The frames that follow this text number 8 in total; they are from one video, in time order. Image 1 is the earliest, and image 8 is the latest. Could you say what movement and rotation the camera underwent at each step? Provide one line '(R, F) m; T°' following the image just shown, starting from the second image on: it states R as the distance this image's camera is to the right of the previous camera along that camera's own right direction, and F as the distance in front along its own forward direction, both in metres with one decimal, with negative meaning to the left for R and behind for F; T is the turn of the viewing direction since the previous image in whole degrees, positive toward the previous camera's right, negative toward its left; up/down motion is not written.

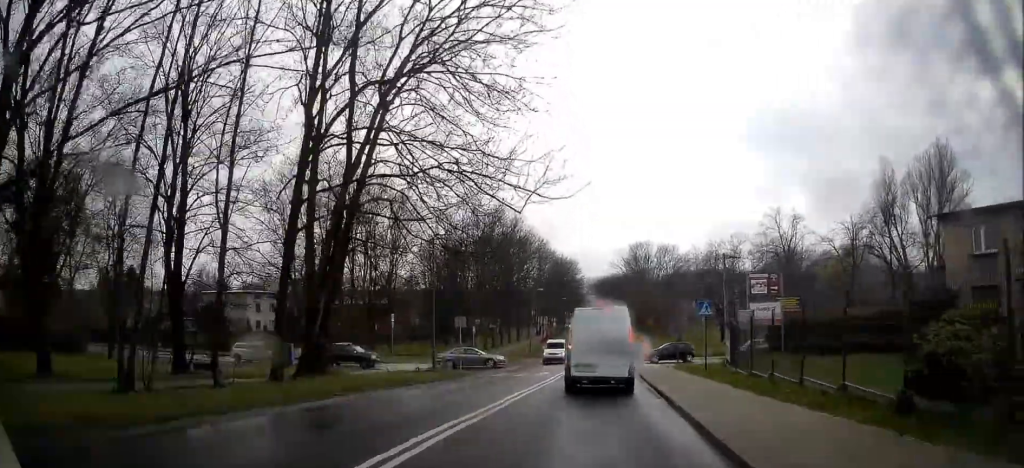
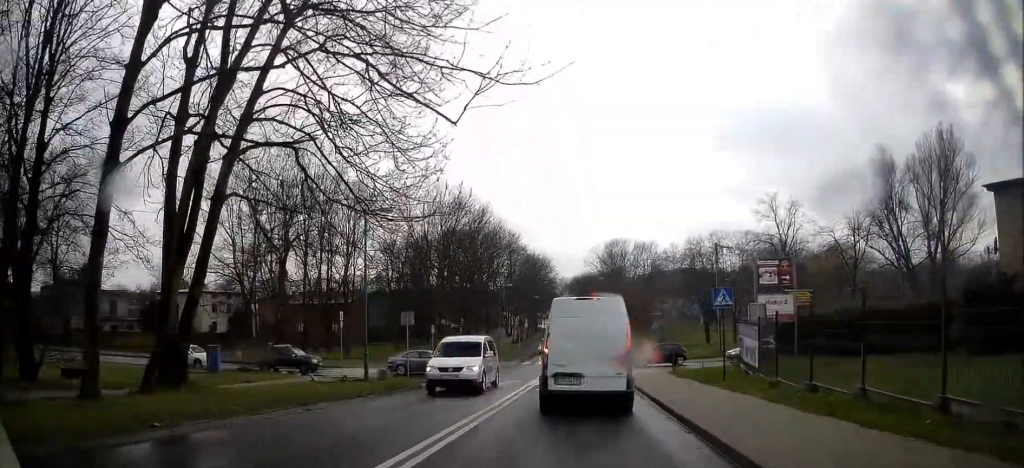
(+0.8, +7.8) m; +6°
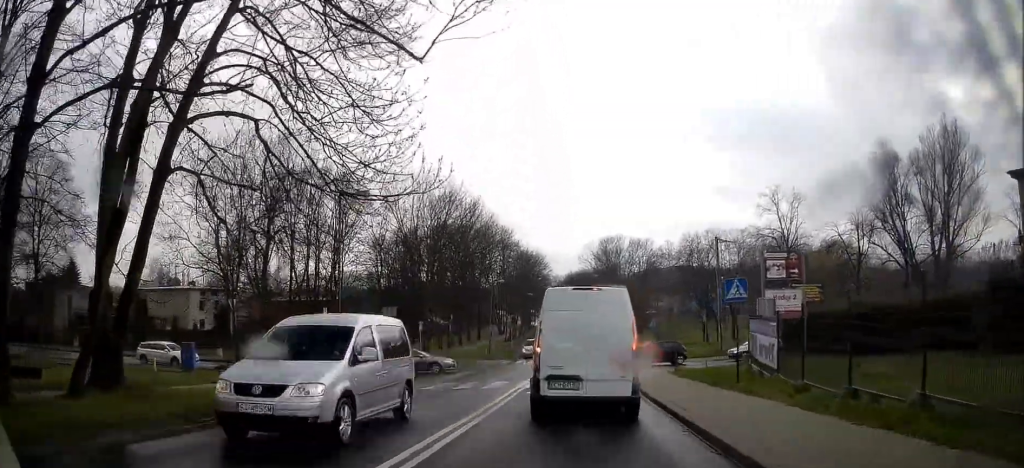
(0.0, +2.6) m; -1°
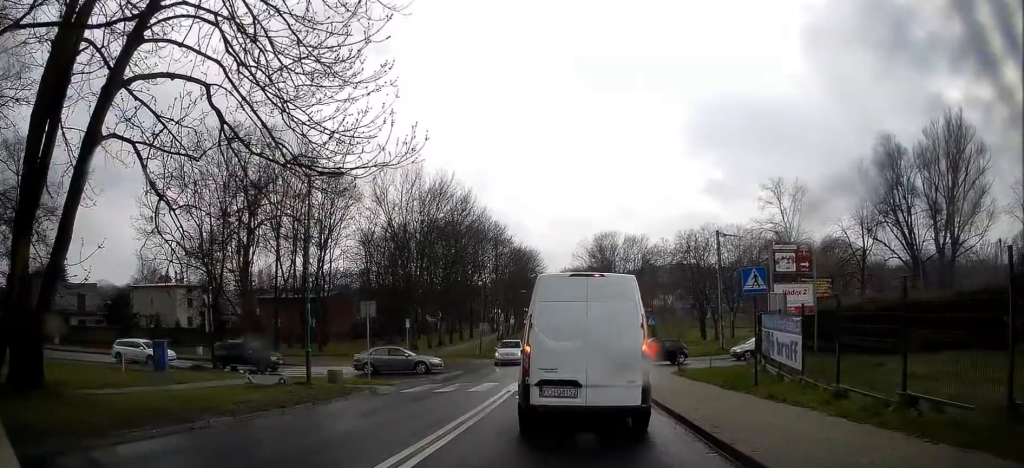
(-0.1, +2.7) m; -2°
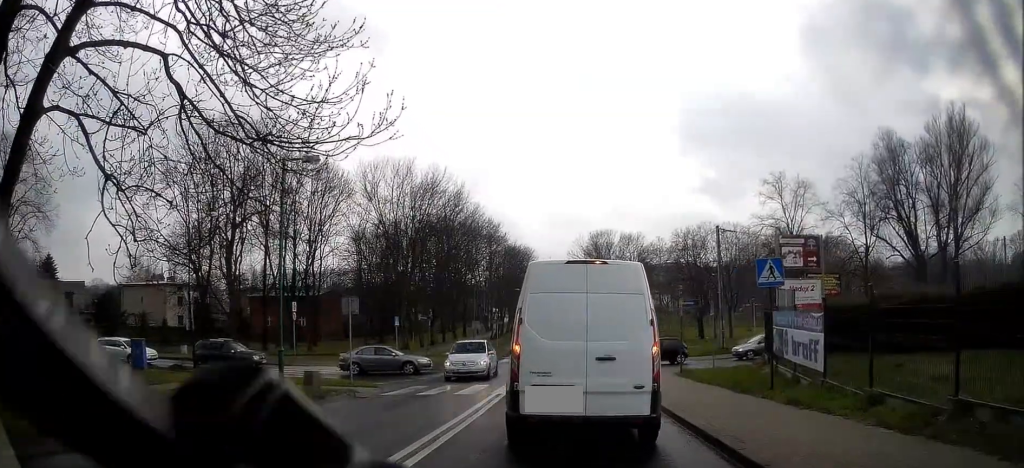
(0.0, +2.1) m; -1°
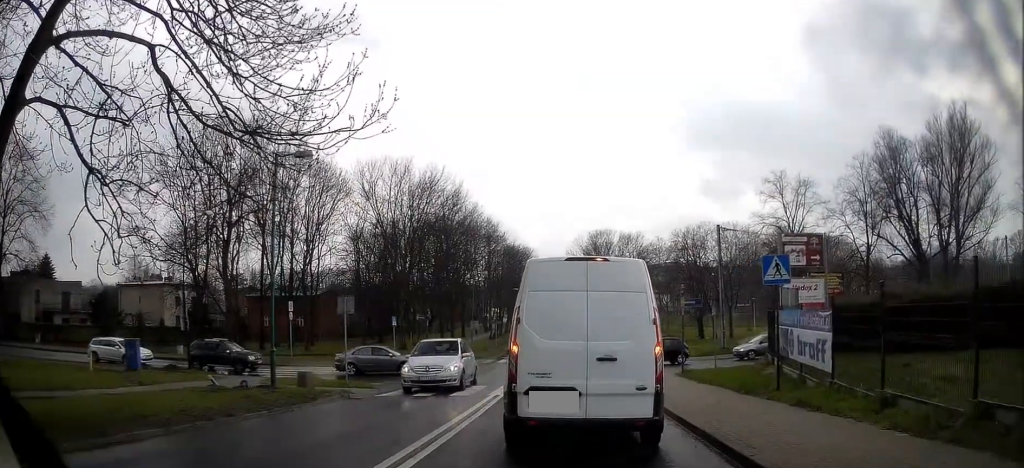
(0.0, +0.7) m; 0°
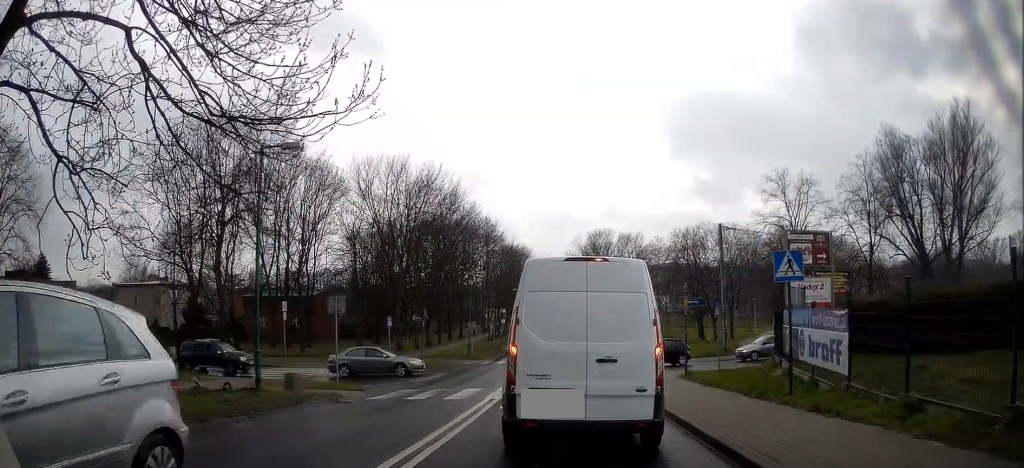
(+0.1, +1.3) m; 0°
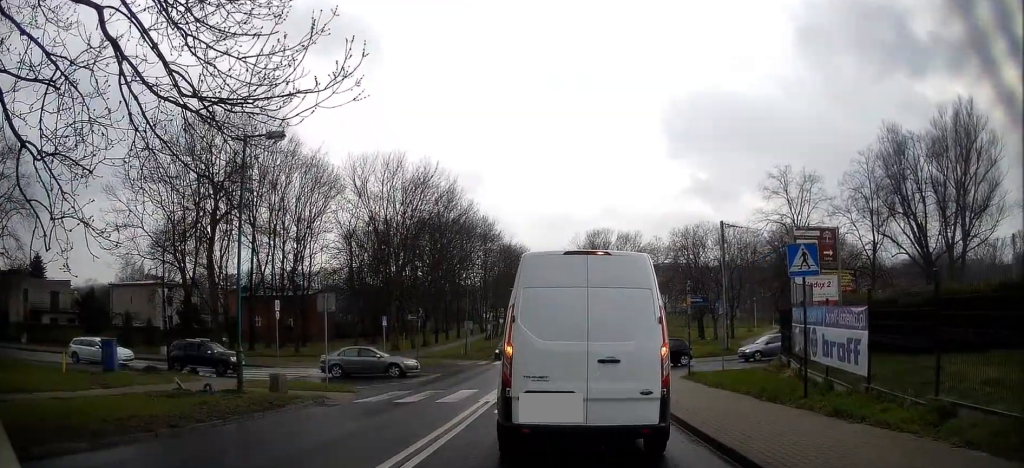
(-0.1, +0.5) m; 0°
